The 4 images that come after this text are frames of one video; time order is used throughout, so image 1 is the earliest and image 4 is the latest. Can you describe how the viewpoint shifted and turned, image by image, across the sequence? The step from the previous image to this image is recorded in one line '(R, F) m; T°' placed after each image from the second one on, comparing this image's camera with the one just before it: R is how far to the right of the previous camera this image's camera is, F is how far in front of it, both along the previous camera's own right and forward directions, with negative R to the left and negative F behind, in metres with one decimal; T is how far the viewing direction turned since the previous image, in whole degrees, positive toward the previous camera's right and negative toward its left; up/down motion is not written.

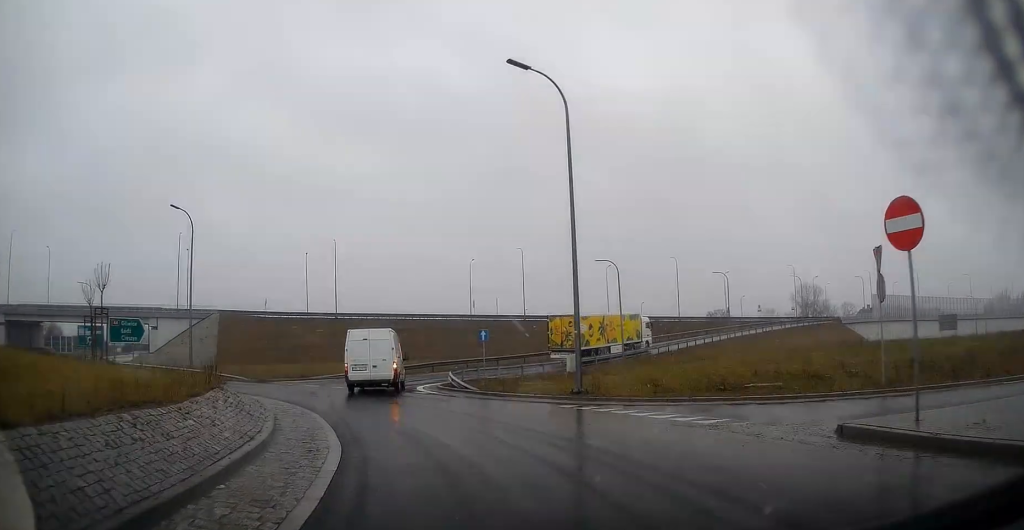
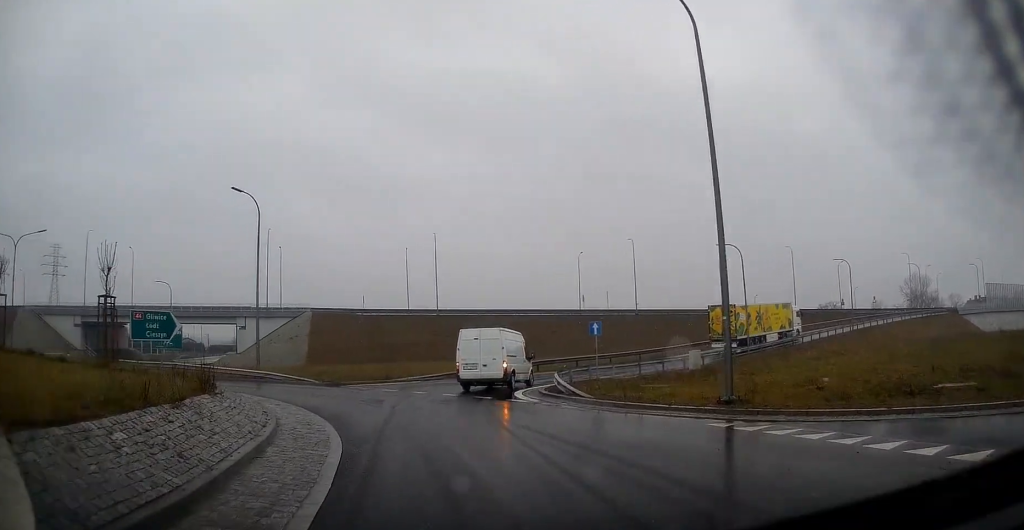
(-0.5, +5.1) m; -7°
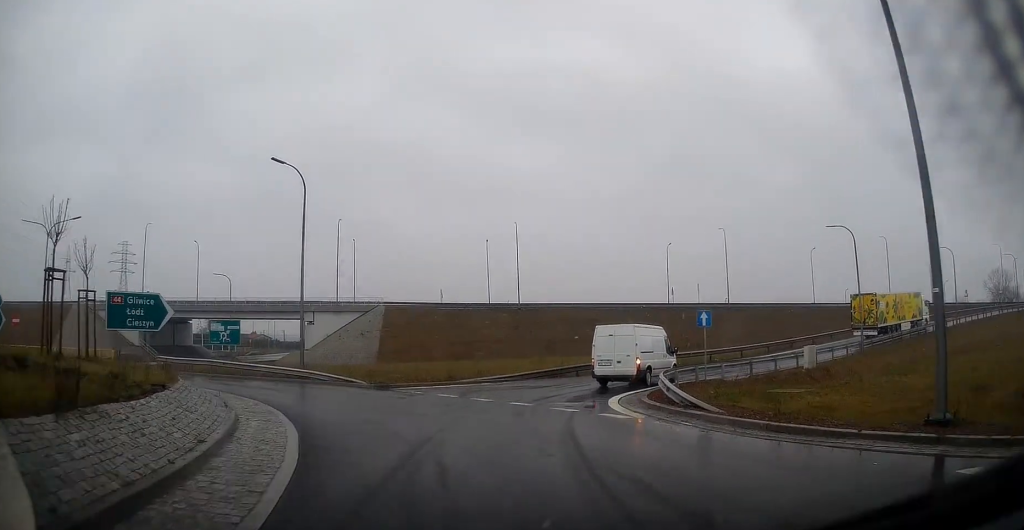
(-0.3, +5.2) m; -5°
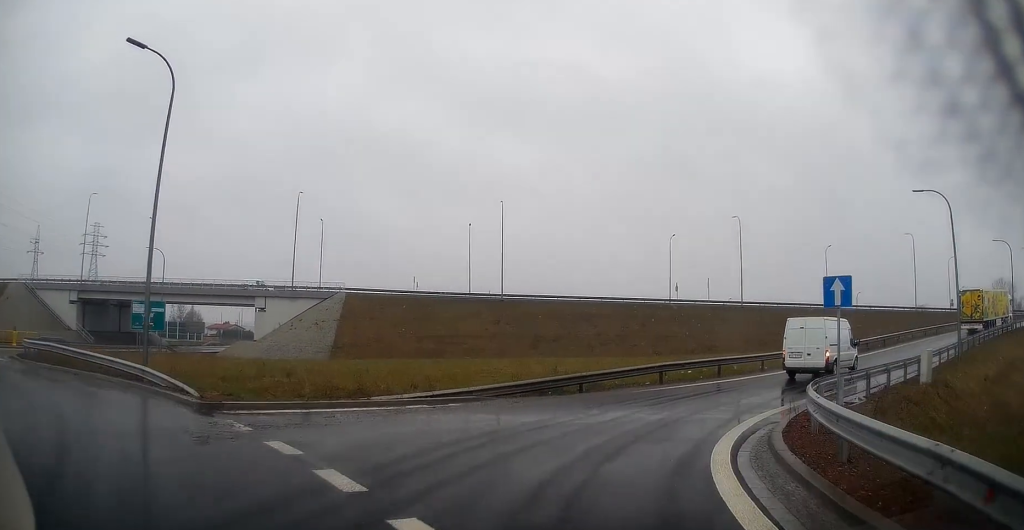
(-0.6, +11.7) m; +1°
